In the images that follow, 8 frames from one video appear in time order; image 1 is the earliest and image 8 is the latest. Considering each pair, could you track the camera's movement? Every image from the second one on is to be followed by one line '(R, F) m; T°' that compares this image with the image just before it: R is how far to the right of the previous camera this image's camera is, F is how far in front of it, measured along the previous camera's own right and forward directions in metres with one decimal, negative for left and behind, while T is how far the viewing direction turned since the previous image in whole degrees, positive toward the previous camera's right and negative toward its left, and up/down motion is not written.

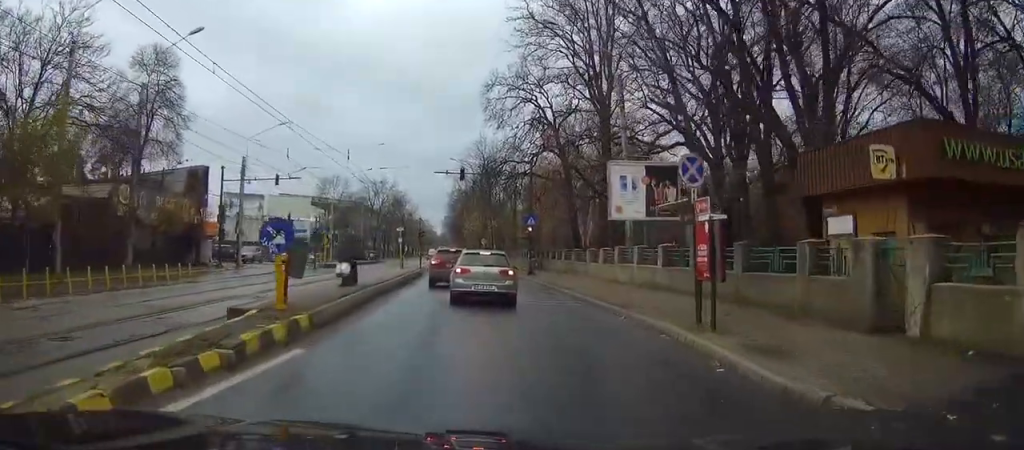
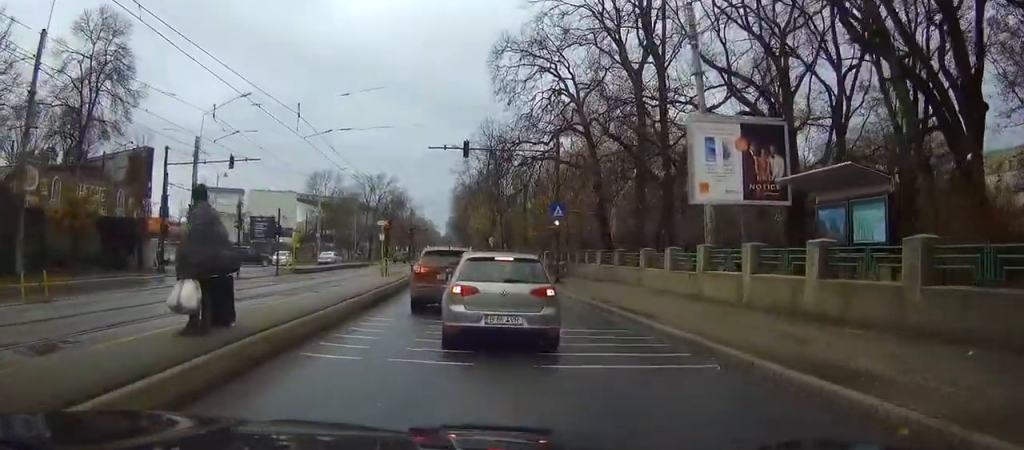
(-0.2, +11.5) m; -4°
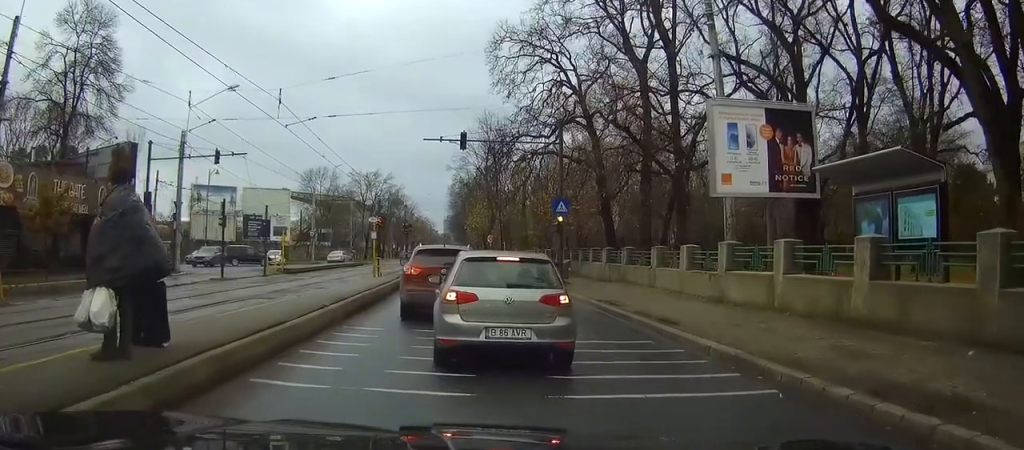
(0.0, +2.6) m; -2°
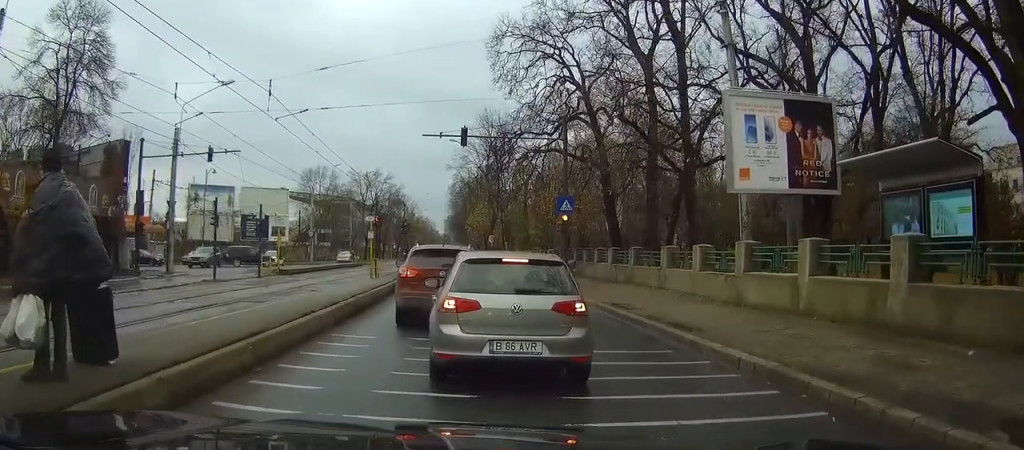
(0.0, +1.6) m; -2°
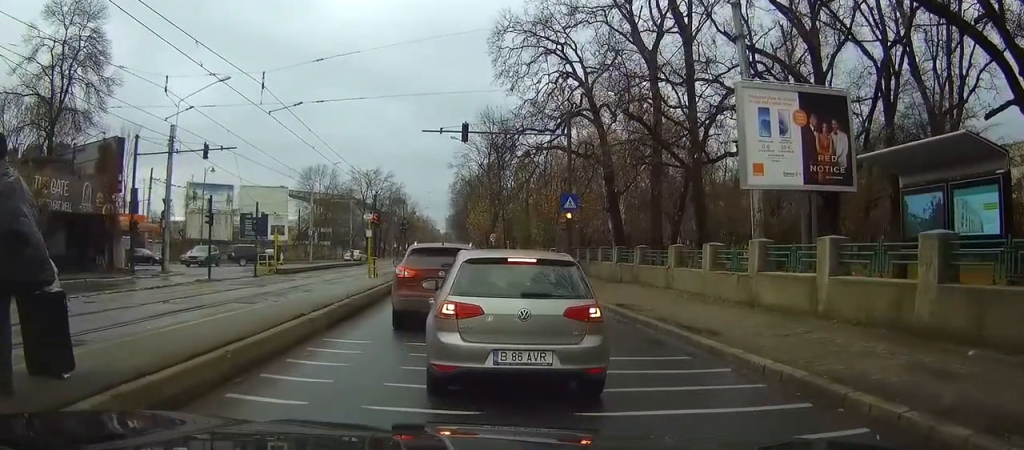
(-0.1, +0.9) m; -3°
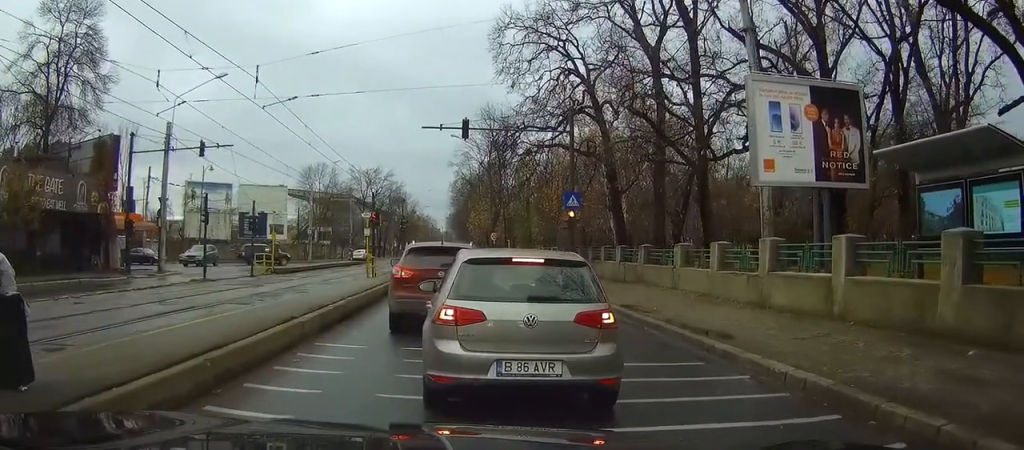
(-0.1, +0.9) m; -3°
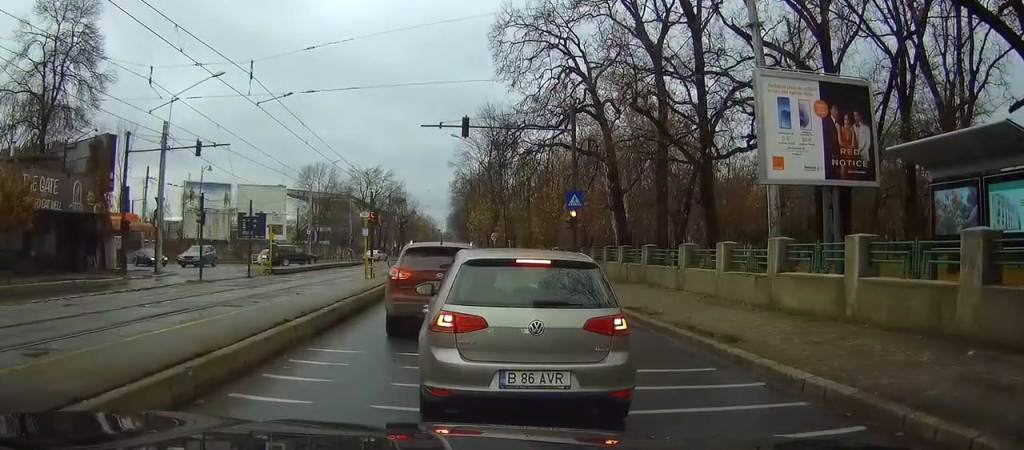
(0.0, +1.1) m; 0°
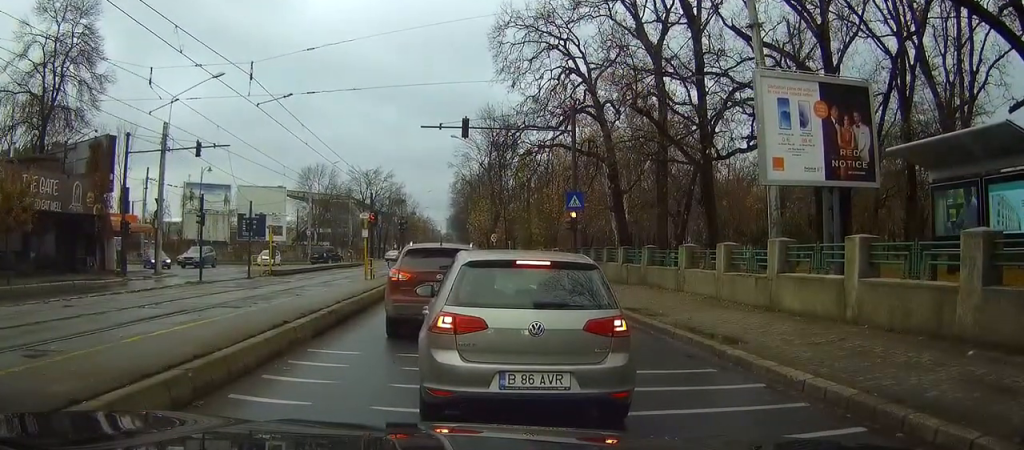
(+0.1, +0.6) m; 0°
